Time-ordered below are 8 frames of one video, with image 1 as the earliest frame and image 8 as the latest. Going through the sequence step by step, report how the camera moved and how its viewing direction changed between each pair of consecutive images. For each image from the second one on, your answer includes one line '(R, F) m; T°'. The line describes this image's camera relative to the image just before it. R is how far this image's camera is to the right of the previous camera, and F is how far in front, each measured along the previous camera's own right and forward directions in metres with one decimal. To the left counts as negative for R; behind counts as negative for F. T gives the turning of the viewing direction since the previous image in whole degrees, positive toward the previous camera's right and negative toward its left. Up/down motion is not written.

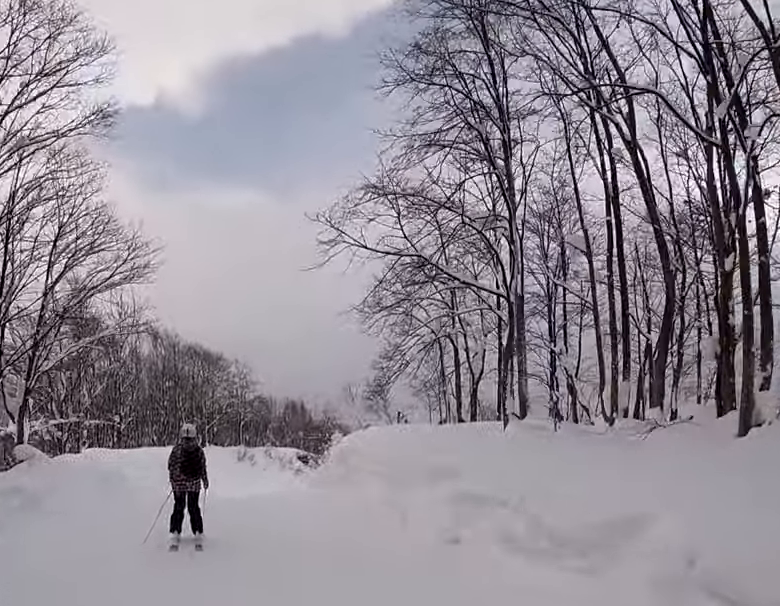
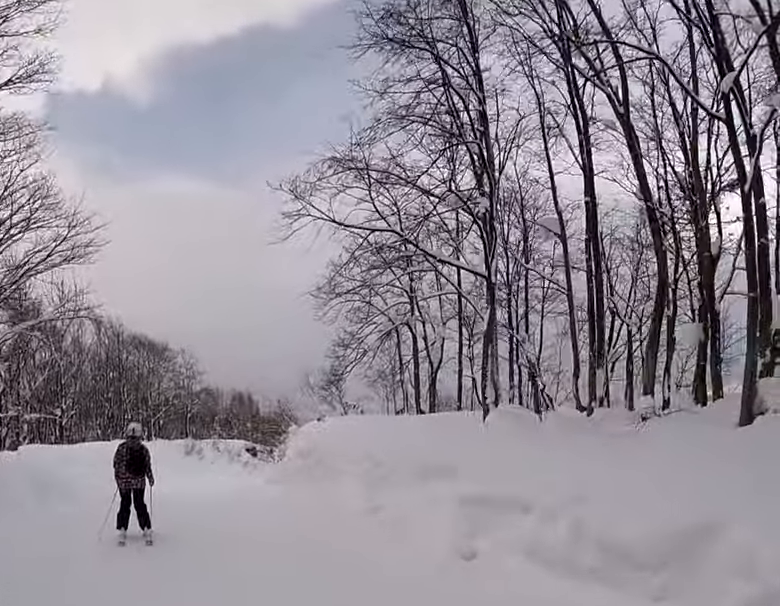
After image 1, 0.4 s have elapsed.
(+0.1, +1.3) m; 0°
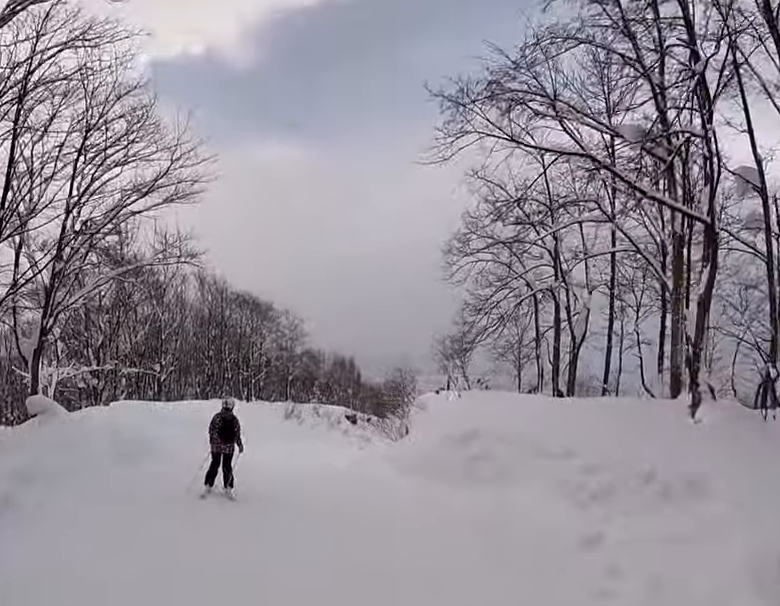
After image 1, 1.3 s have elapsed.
(+0.4, +2.4) m; -10°
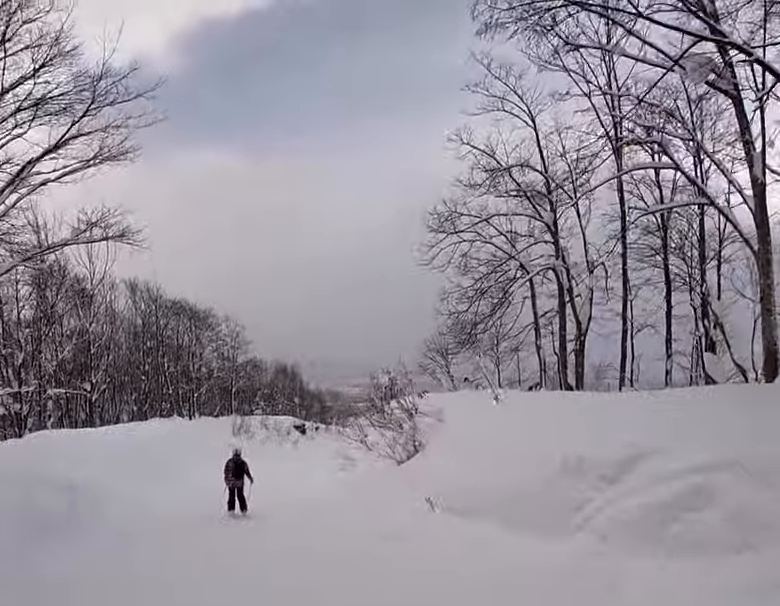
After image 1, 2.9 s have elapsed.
(-1.1, +3.7) m; -19°
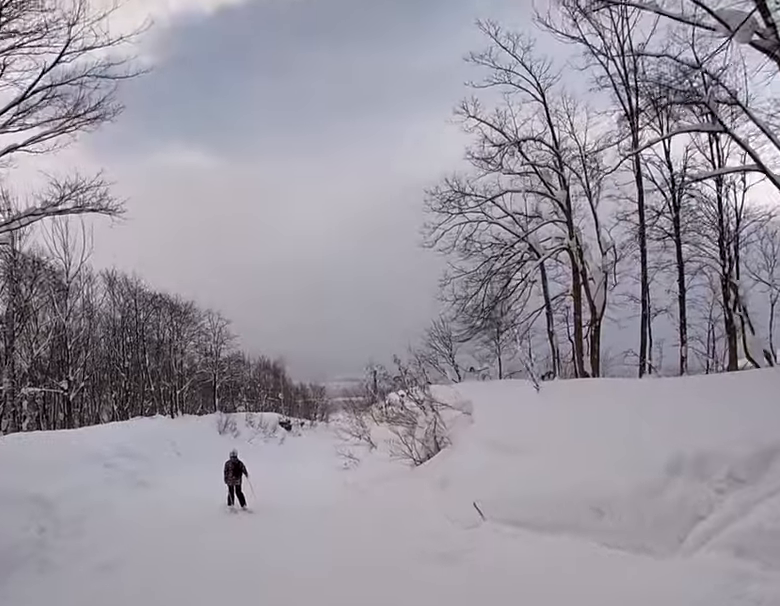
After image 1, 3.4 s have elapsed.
(0.0, +1.6) m; -1°
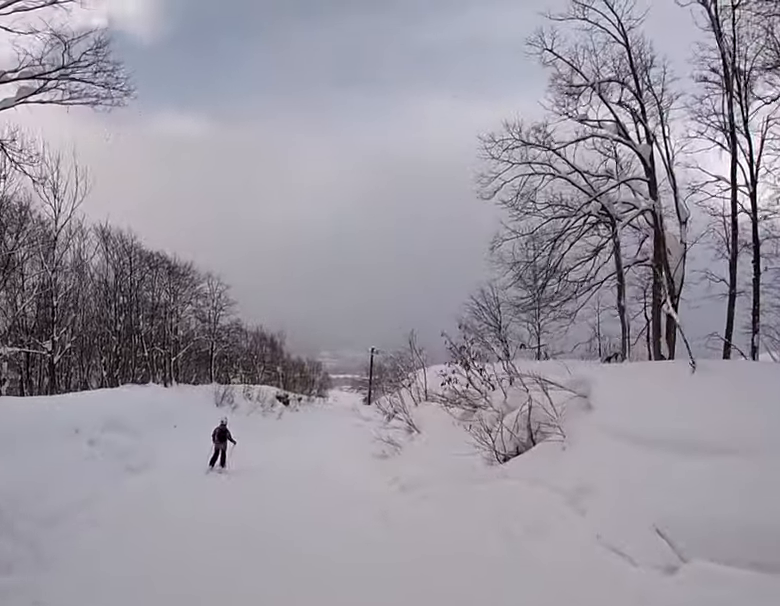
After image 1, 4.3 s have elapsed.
(-0.5, +2.9) m; +6°
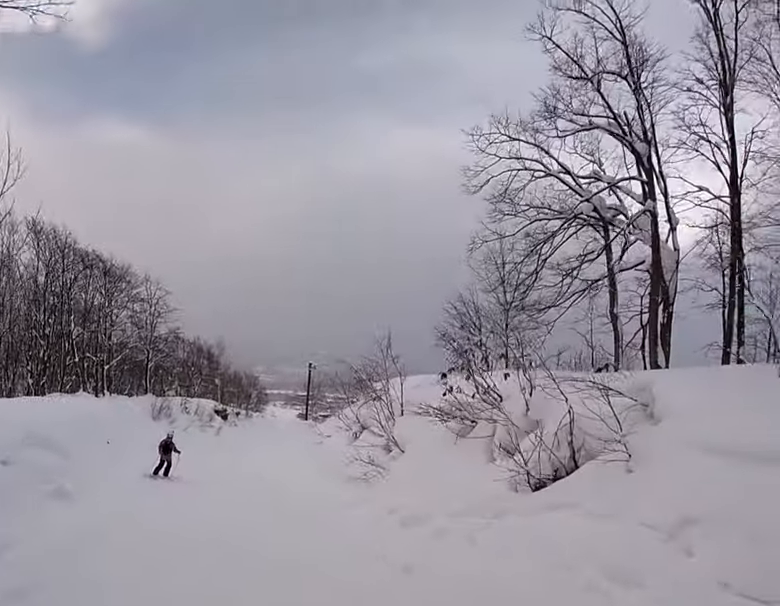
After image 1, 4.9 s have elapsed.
(+0.5, +2.3) m; +9°
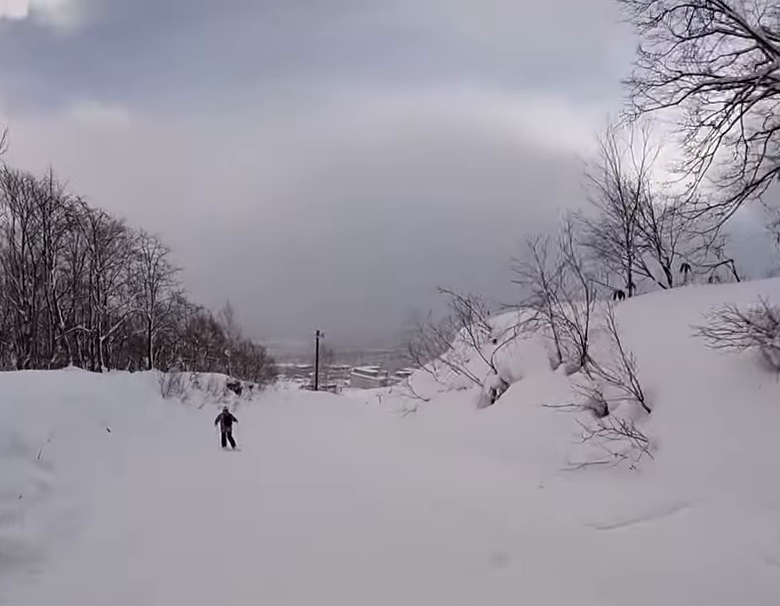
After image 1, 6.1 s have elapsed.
(+0.4, +5.8) m; +4°
